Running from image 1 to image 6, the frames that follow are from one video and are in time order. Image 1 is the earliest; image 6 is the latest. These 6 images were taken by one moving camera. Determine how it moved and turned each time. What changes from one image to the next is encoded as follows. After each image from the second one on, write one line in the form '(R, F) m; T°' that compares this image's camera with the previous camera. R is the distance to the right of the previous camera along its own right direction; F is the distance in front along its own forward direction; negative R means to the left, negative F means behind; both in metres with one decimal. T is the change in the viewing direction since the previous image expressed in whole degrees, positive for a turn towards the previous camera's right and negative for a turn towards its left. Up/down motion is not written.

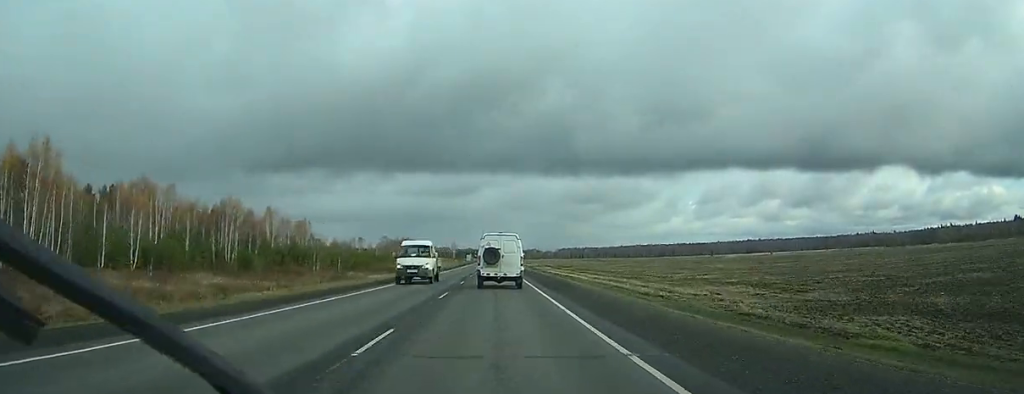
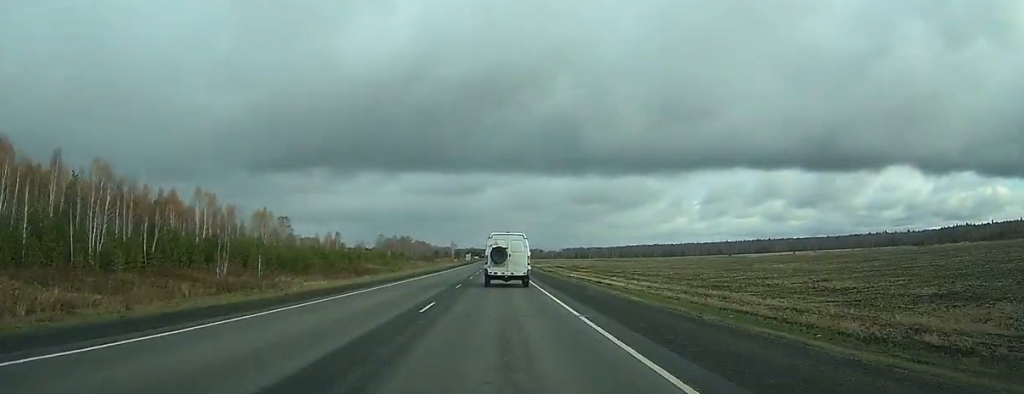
(-0.1, +31.3) m; 0°
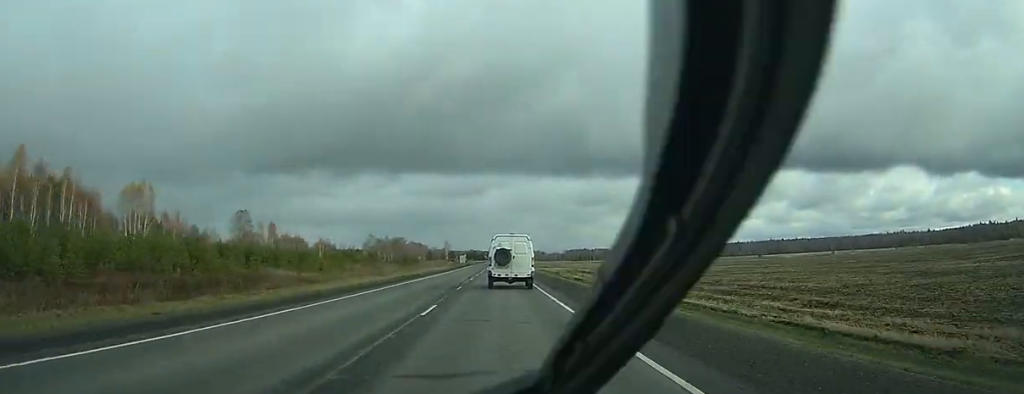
(-0.3, +49.2) m; 0°
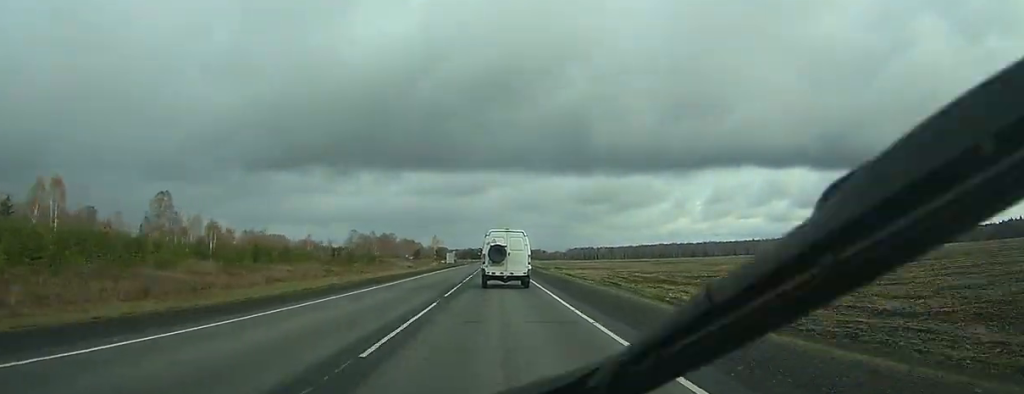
(+0.3, +58.2) m; 0°
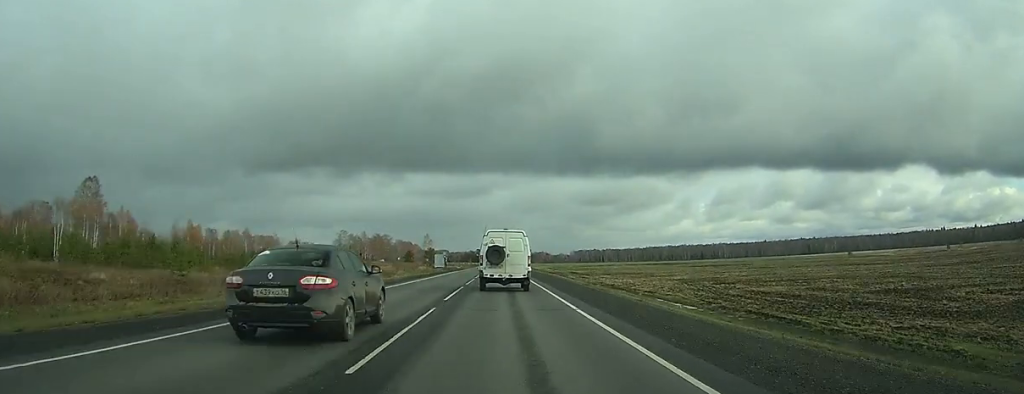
(-0.1, +35.3) m; 0°
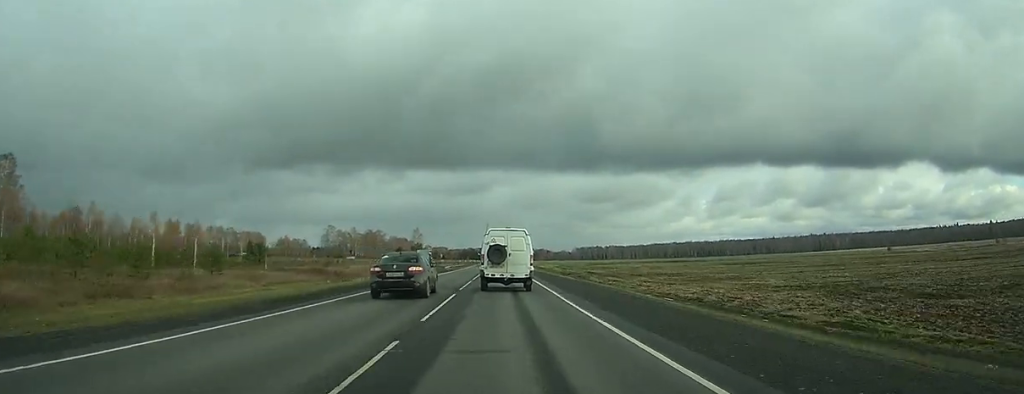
(-0.1, +31.0) m; 0°
